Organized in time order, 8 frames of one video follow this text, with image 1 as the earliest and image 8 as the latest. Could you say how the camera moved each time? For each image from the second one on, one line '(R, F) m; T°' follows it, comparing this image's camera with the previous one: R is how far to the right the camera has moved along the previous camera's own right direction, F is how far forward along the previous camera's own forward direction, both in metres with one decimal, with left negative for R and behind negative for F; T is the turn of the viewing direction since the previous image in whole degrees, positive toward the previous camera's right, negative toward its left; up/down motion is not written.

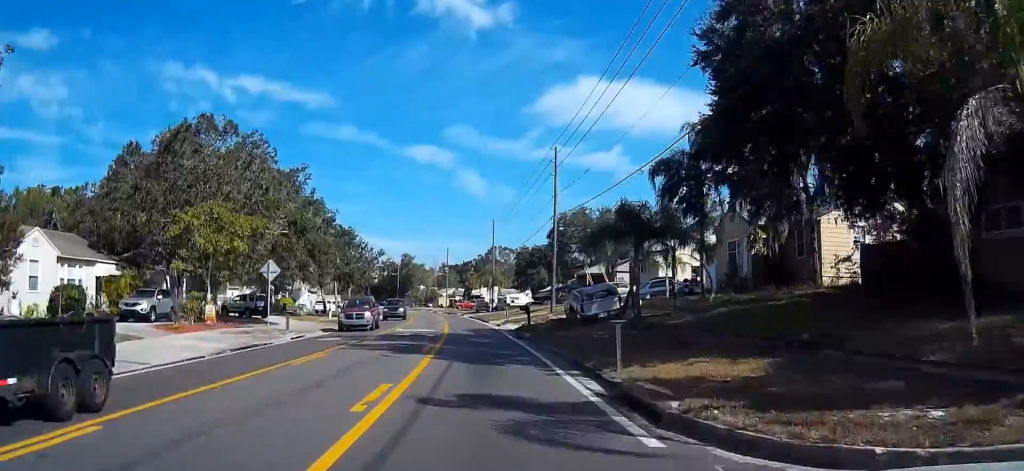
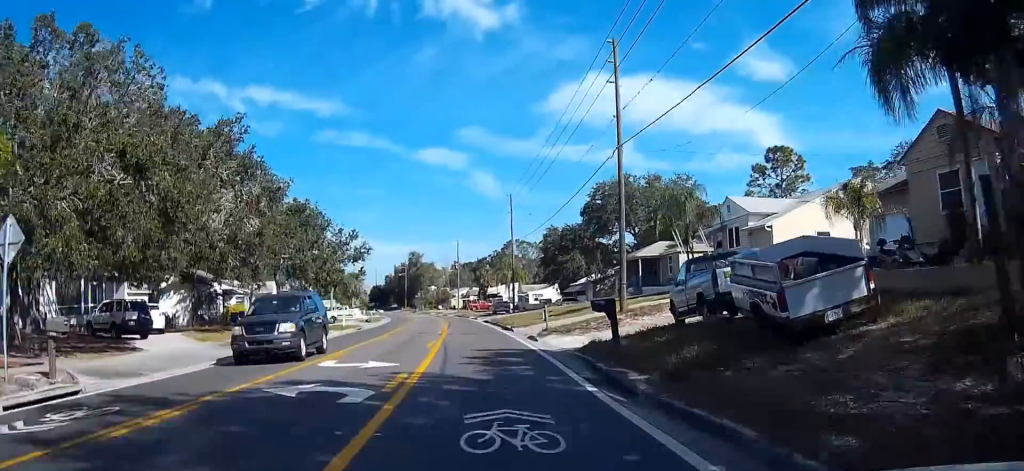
(-0.2, +21.2) m; -1°
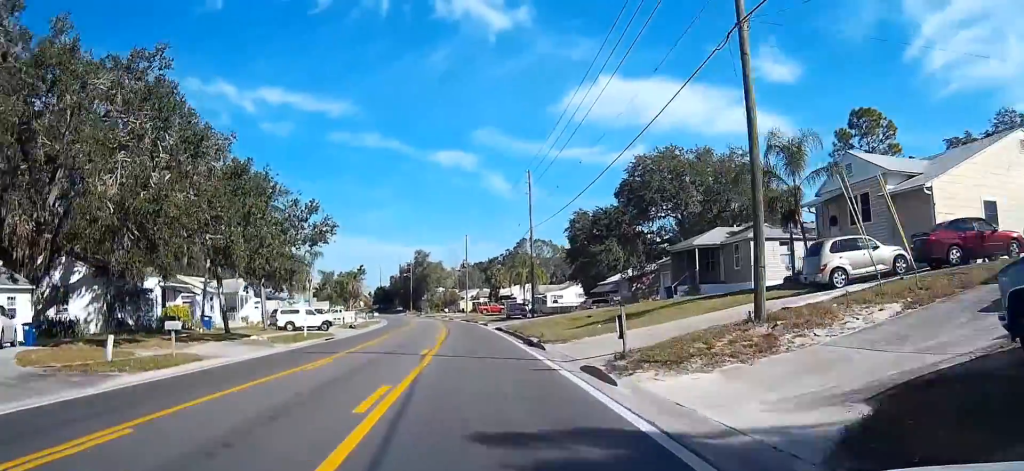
(-0.1, +14.2) m; -1°
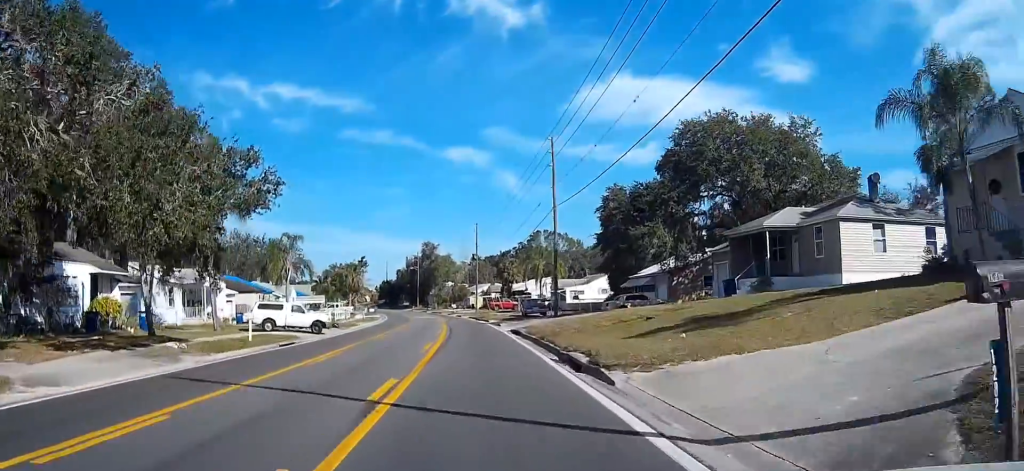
(-0.1, +10.9) m; -1°
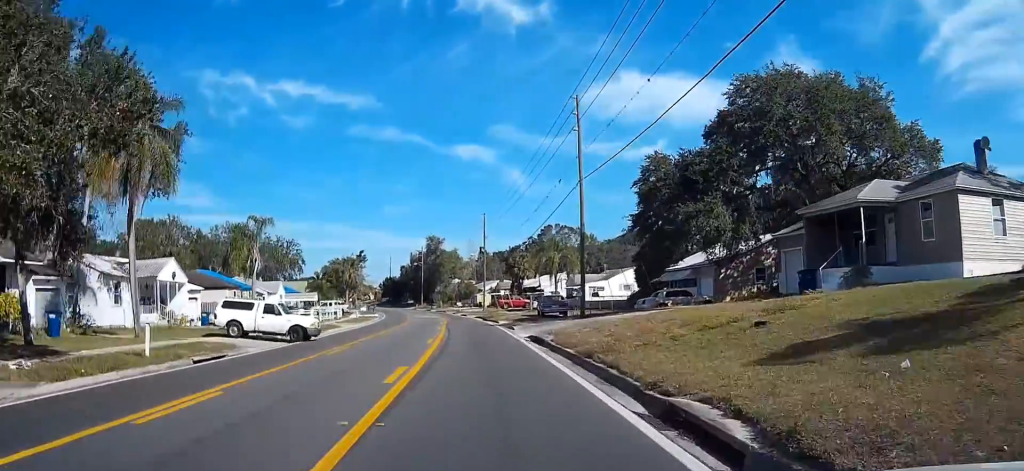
(-0.1, +9.9) m; -1°
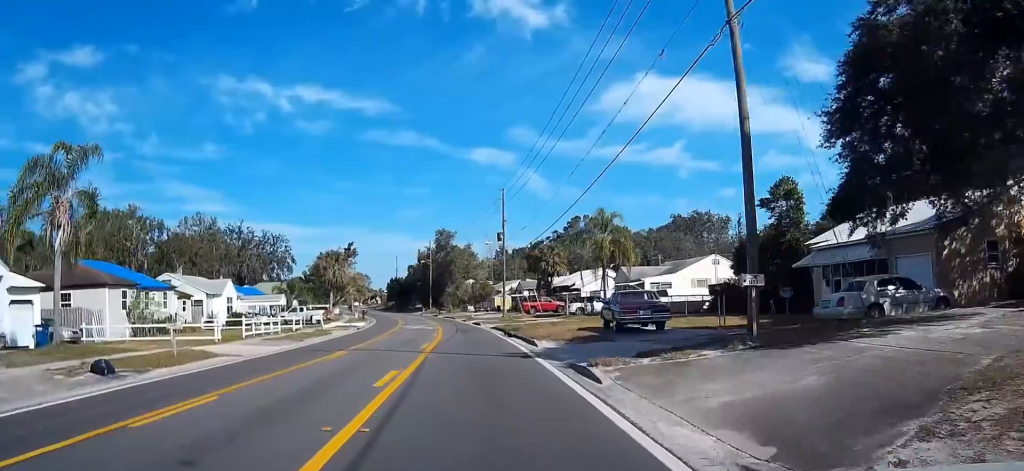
(-0.3, +23.9) m; -2°
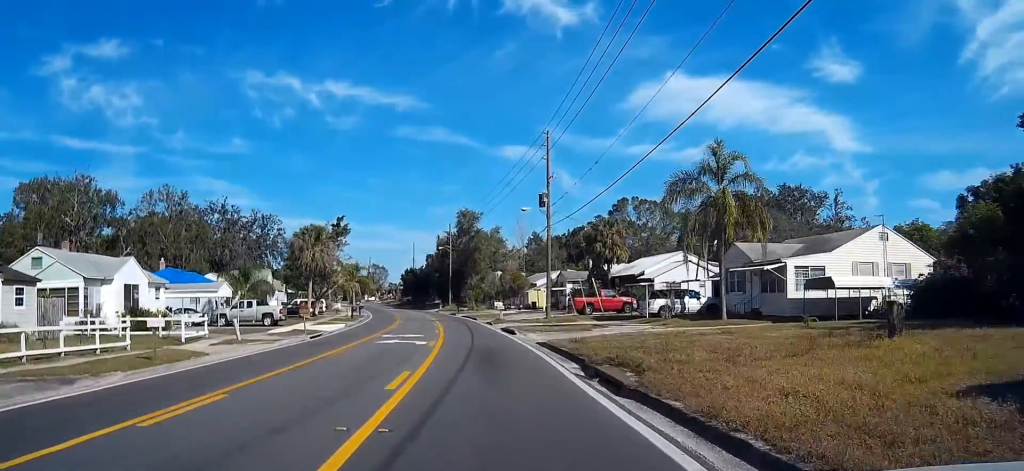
(-0.6, +24.5) m; -2°
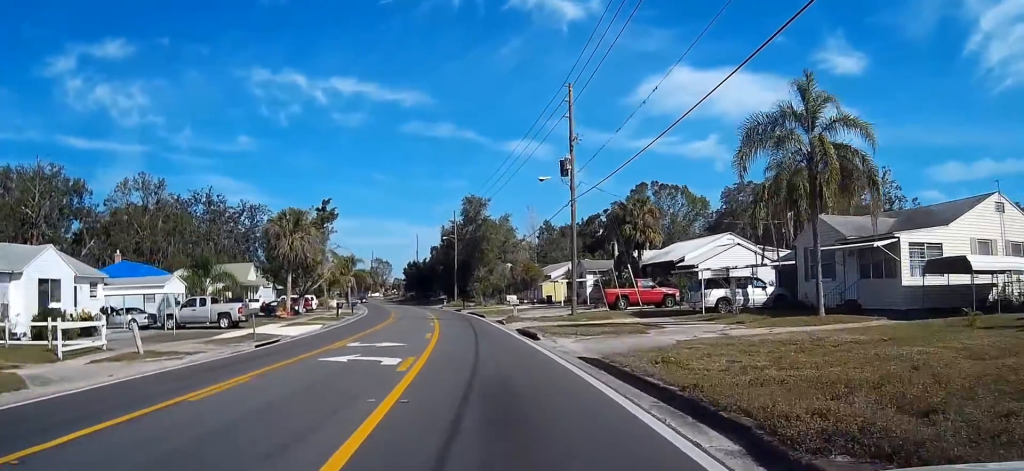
(0.0, +10.4) m; -1°
